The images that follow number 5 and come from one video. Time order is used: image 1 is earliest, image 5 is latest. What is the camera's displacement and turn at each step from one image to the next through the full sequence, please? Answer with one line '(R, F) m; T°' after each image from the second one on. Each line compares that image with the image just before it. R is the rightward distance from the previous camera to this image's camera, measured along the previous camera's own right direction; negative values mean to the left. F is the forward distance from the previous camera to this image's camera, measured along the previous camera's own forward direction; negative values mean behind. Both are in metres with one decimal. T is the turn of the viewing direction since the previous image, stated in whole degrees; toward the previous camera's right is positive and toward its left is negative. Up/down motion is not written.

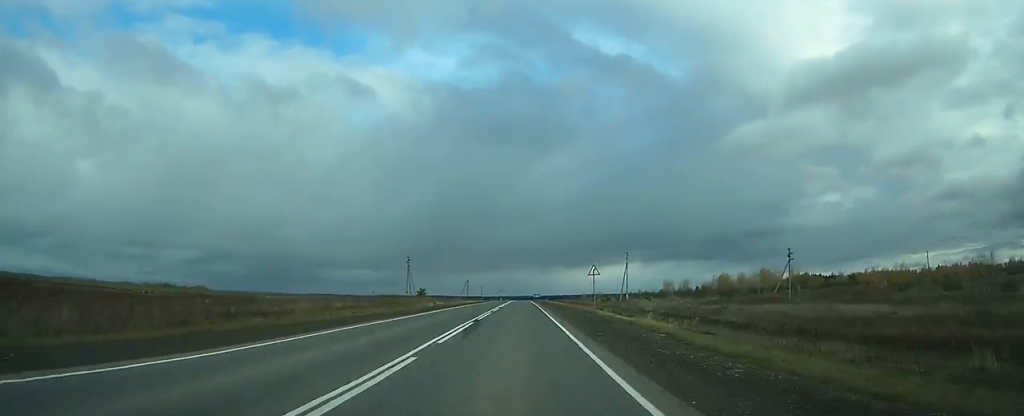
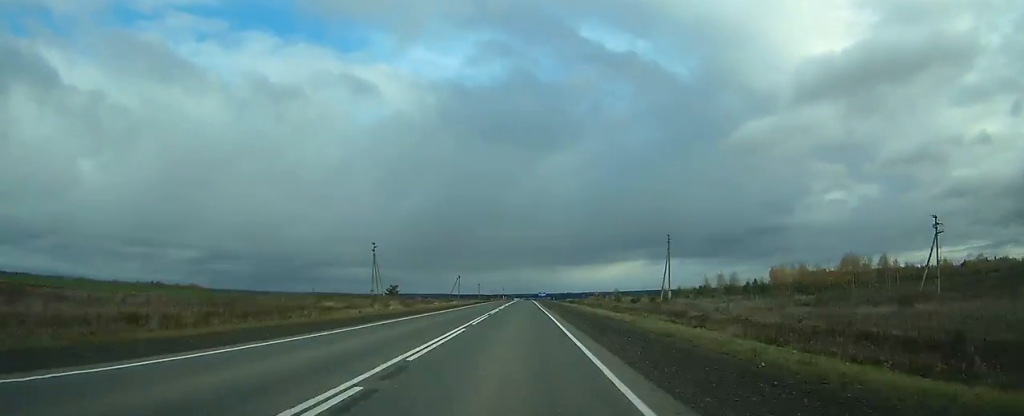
(-0.2, +39.4) m; 0°
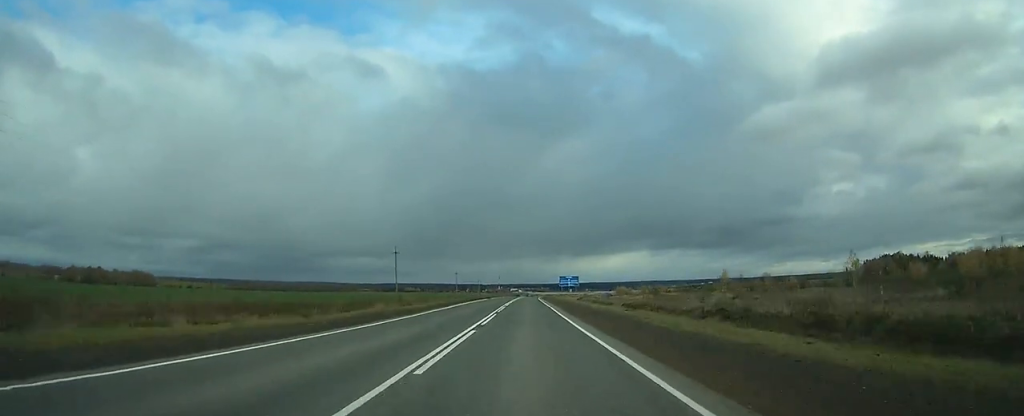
(-0.9, +169.0) m; 0°
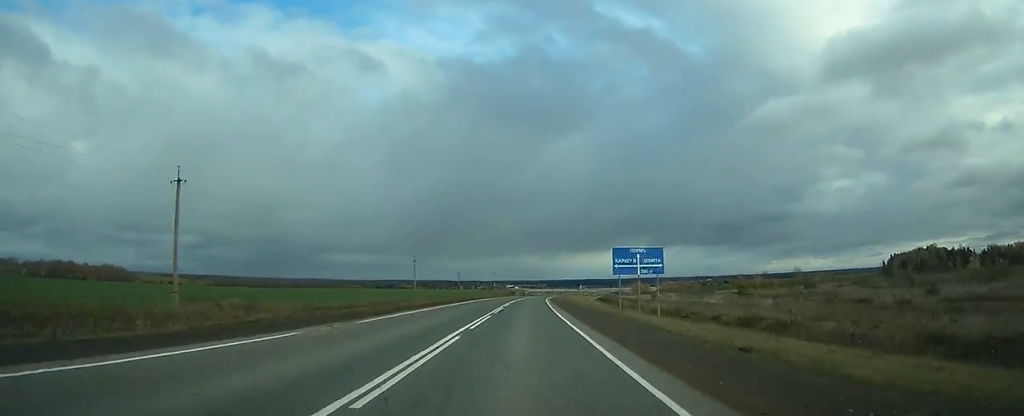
(+0.1, +62.8) m; 0°
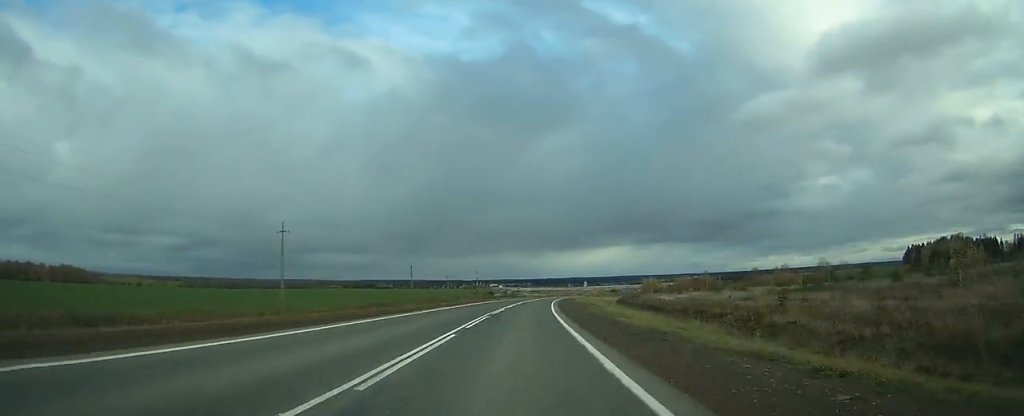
(+0.2, +59.7) m; +1°
